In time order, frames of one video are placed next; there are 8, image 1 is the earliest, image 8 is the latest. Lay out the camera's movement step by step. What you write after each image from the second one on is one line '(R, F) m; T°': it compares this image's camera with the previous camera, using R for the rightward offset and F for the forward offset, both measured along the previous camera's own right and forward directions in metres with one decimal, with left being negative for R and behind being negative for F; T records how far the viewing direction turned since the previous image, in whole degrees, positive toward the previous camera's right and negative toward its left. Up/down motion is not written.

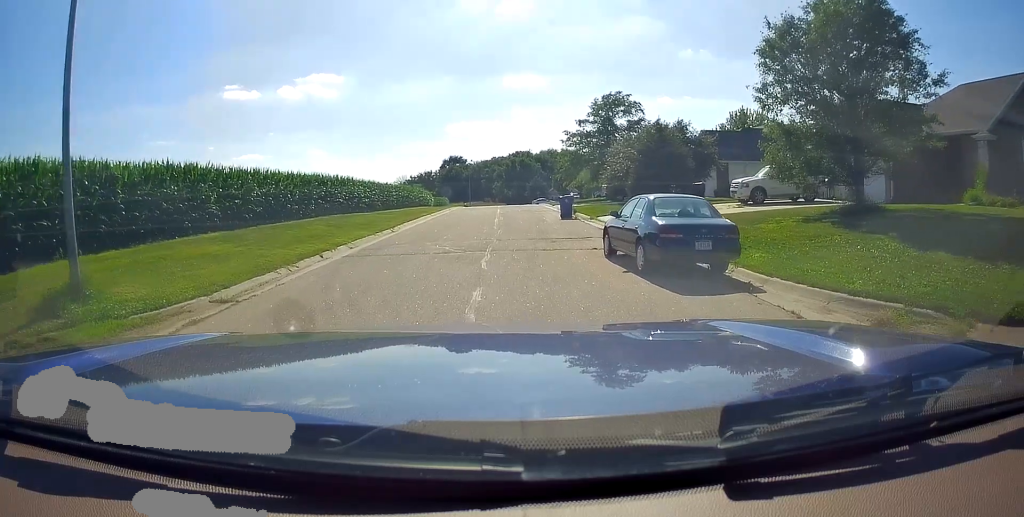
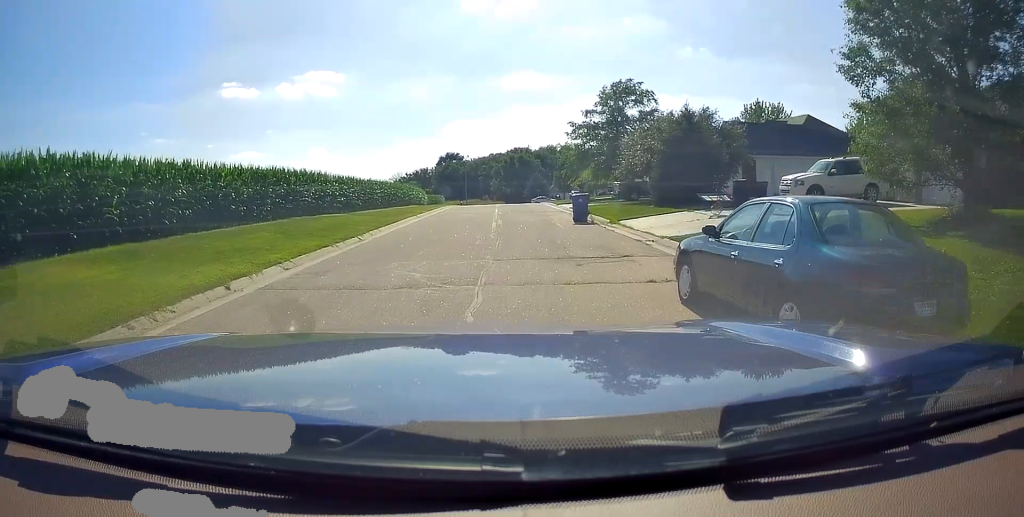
(0.0, +5.4) m; 0°
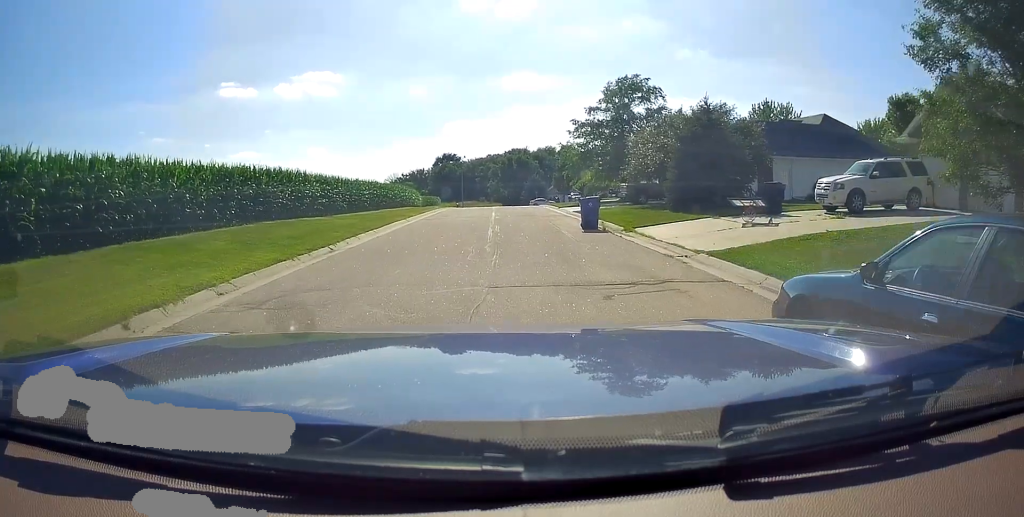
(0.0, +3.0) m; 0°
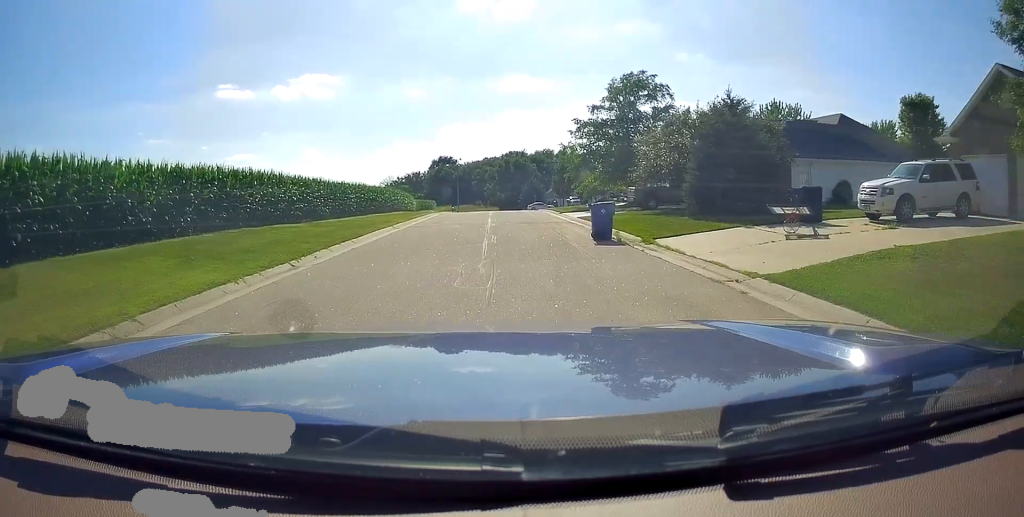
(0.0, +3.0) m; +1°
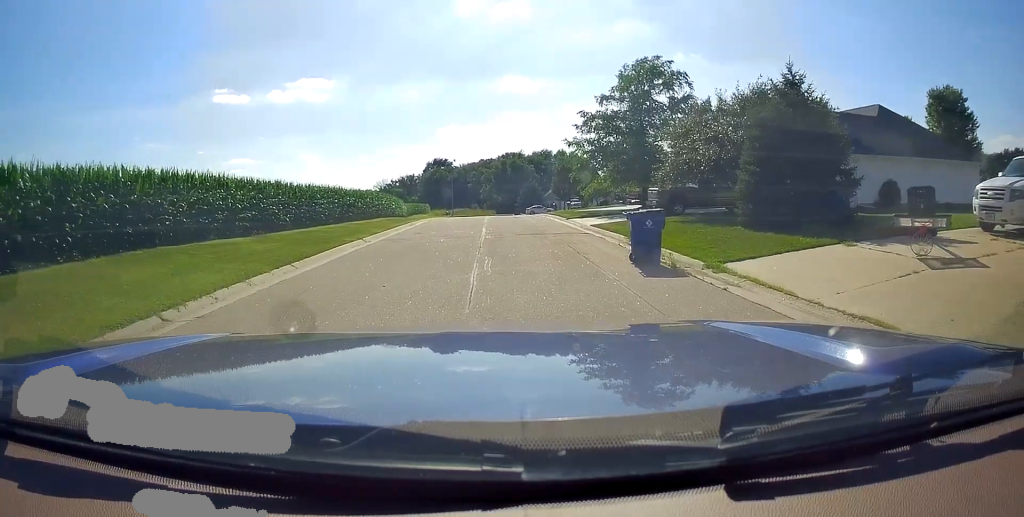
(-0.1, +5.6) m; +4°
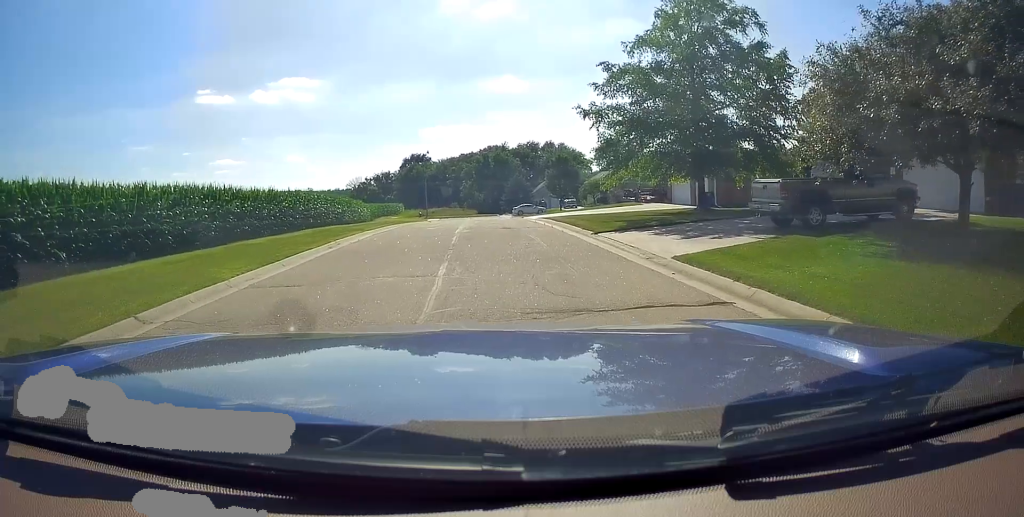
(-0.1, +14.5) m; -4°
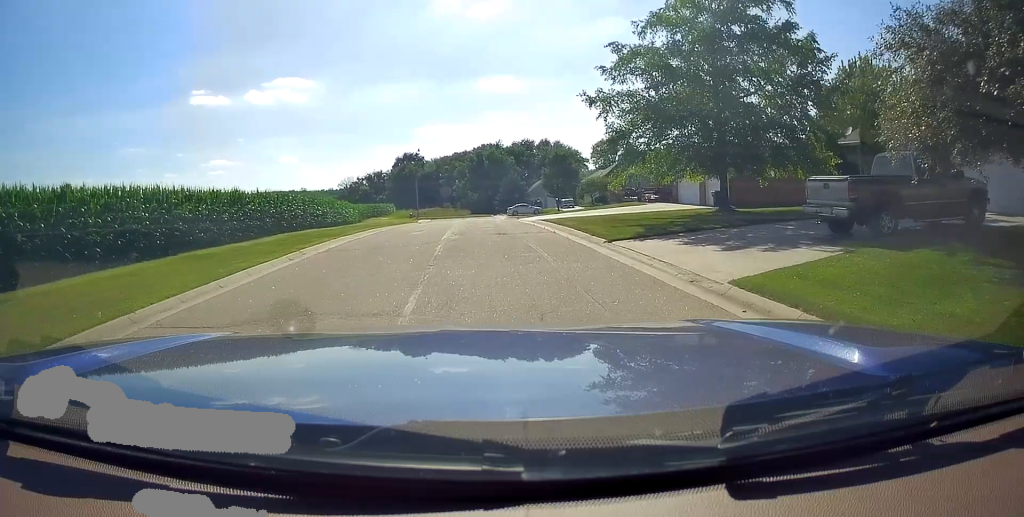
(0.0, +3.6) m; 0°
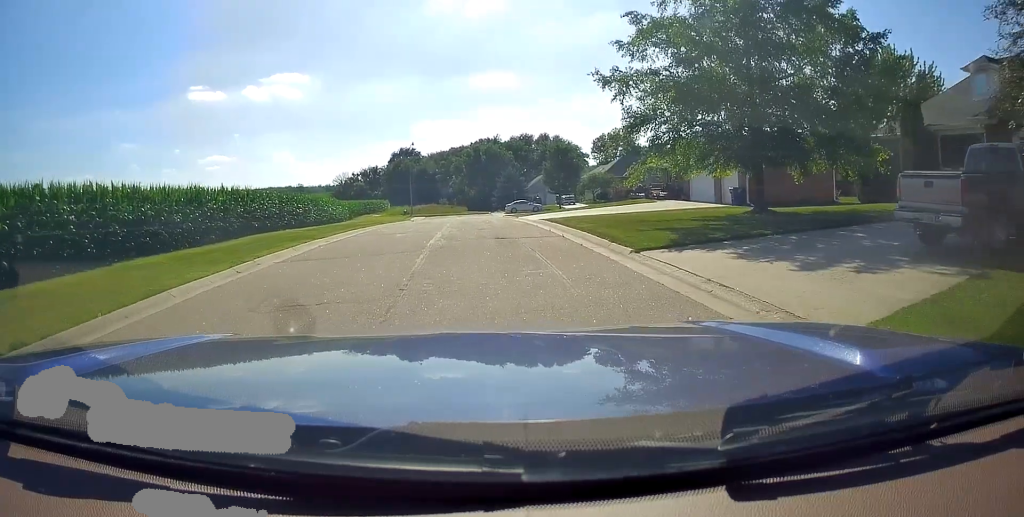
(0.0, +3.7) m; 0°
